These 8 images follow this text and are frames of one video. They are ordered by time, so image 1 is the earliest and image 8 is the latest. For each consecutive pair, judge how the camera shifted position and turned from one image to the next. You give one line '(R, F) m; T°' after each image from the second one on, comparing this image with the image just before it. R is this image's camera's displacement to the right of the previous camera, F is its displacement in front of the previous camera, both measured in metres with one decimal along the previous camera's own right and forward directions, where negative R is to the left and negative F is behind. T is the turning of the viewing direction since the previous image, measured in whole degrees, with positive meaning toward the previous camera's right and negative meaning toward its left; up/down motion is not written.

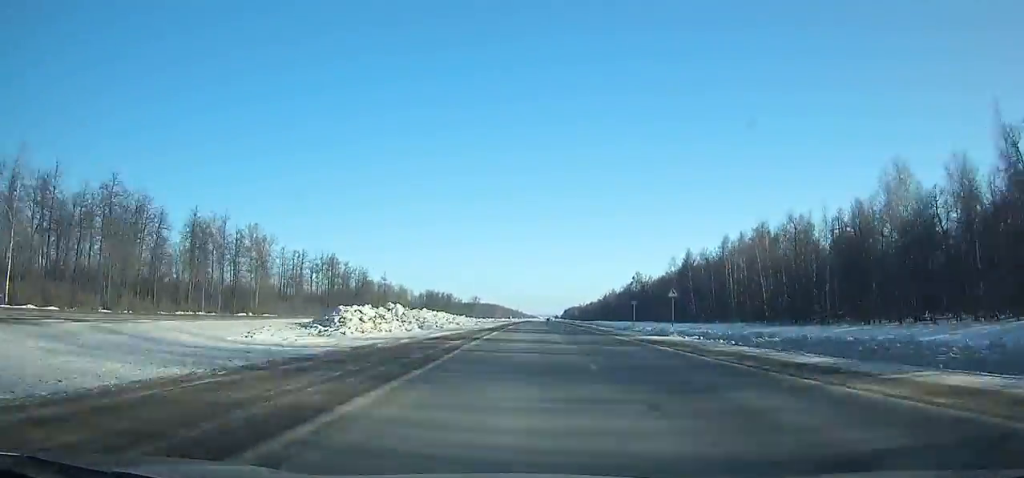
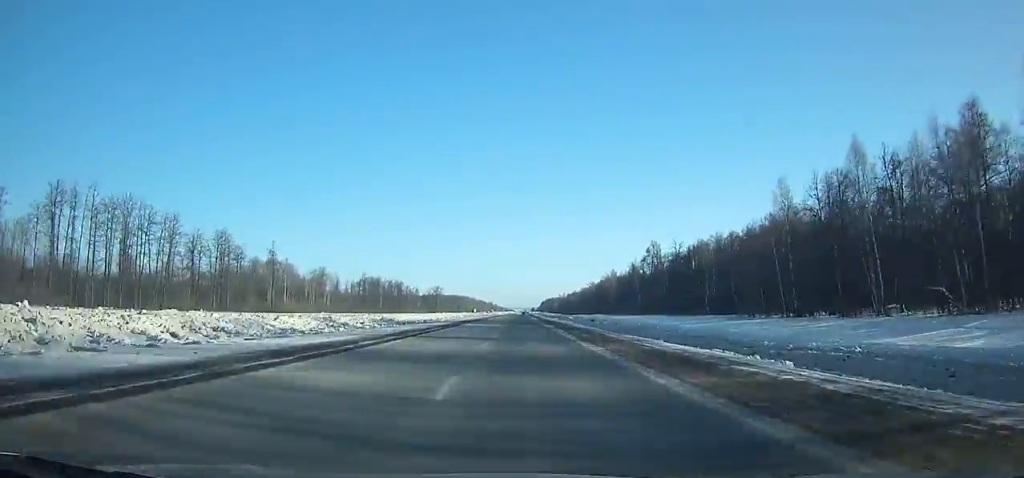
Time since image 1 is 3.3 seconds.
(+2.4, +96.7) m; +2°
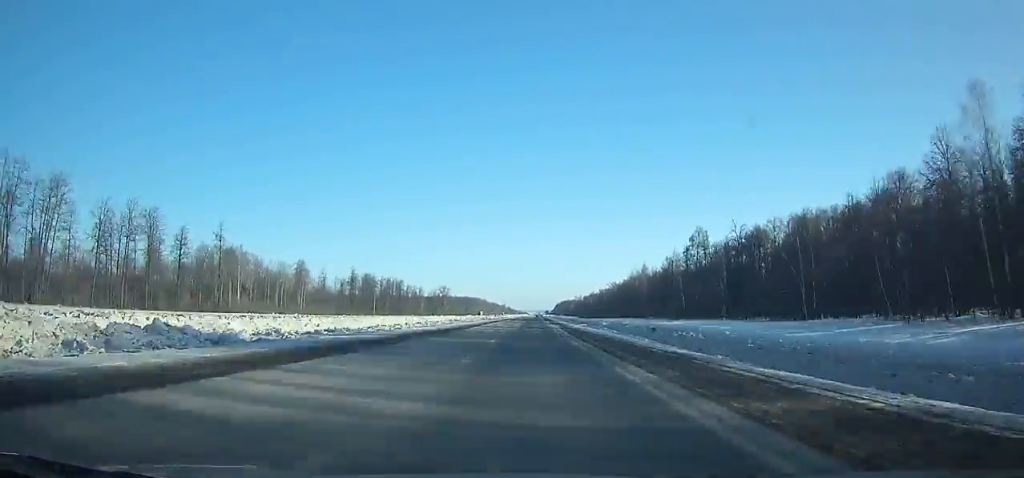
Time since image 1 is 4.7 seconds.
(+0.3, +40.5) m; 0°
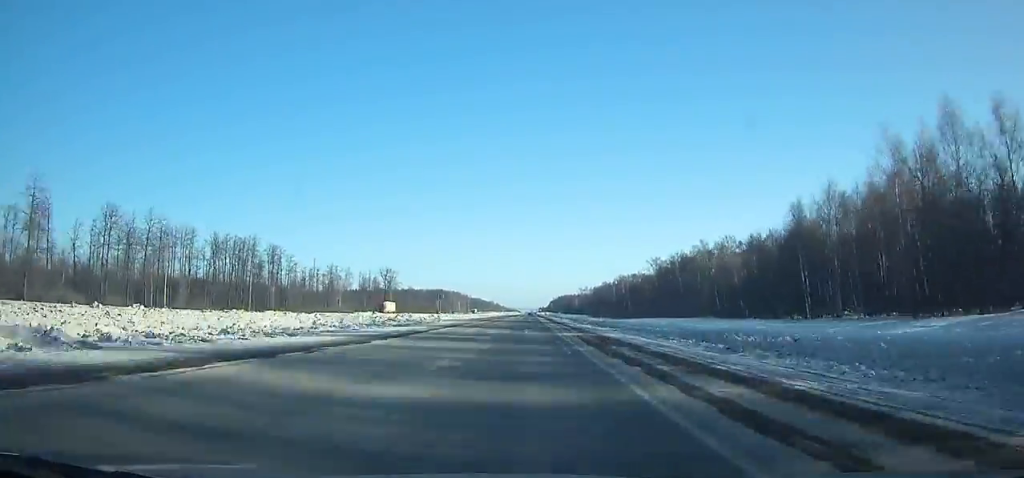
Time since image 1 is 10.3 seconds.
(-0.5, +163.8) m; 0°
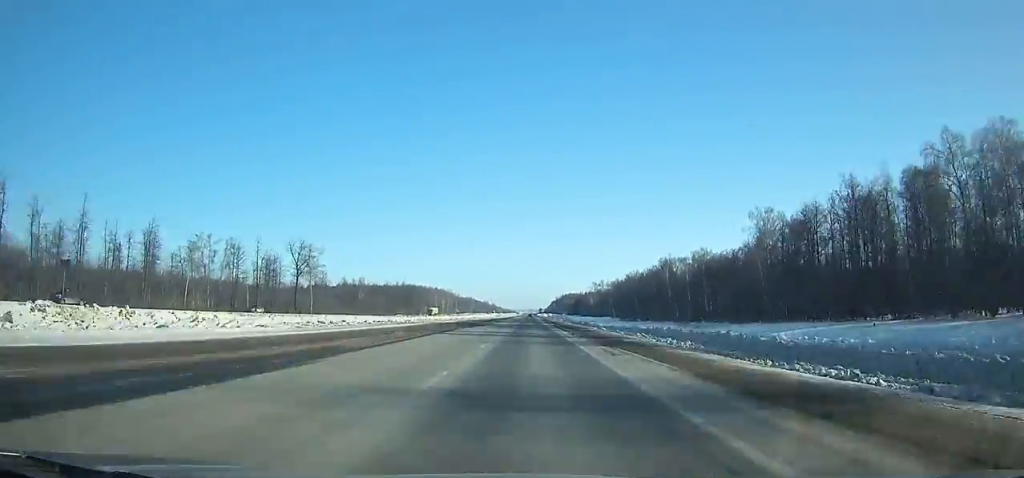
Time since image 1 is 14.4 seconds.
(+0.2, +122.8) m; 0°
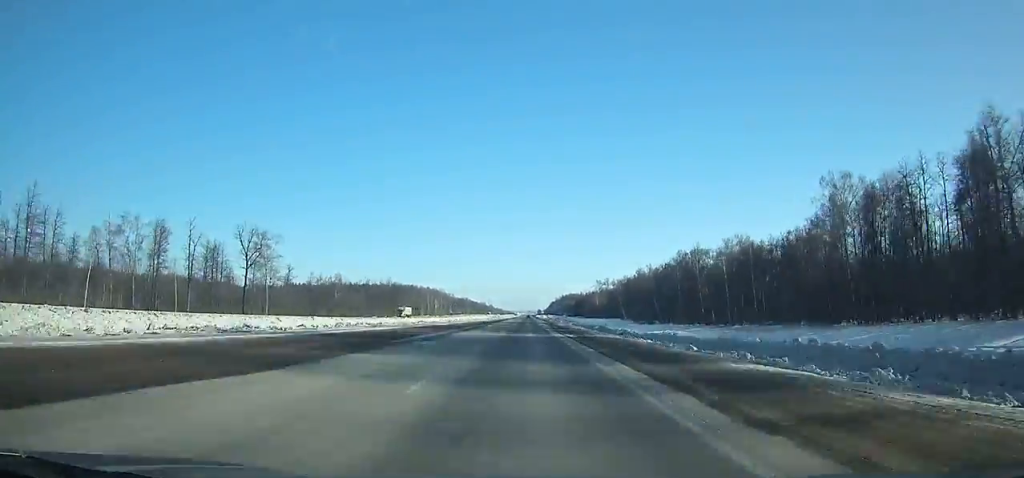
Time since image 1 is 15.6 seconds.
(+0.1, +36.1) m; 0°
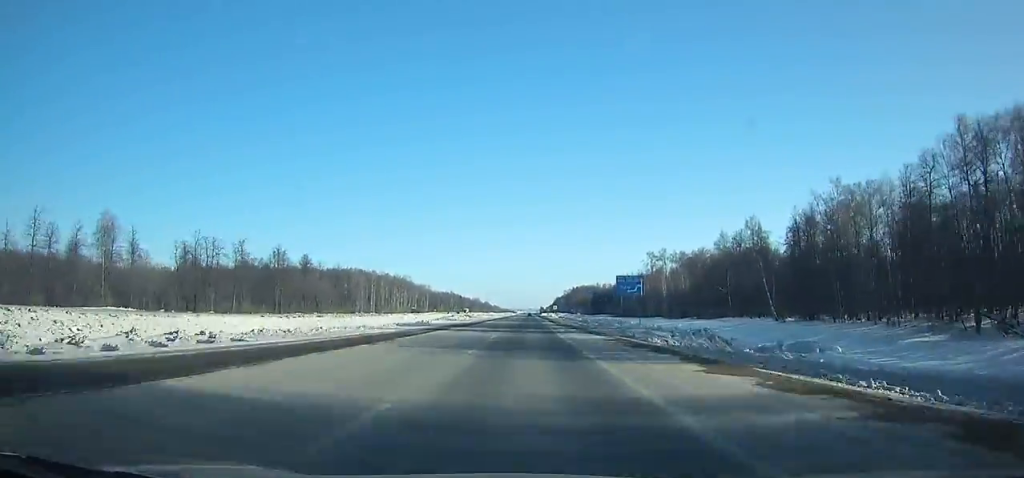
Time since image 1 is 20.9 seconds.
(-0.1, +160.2) m; 0°
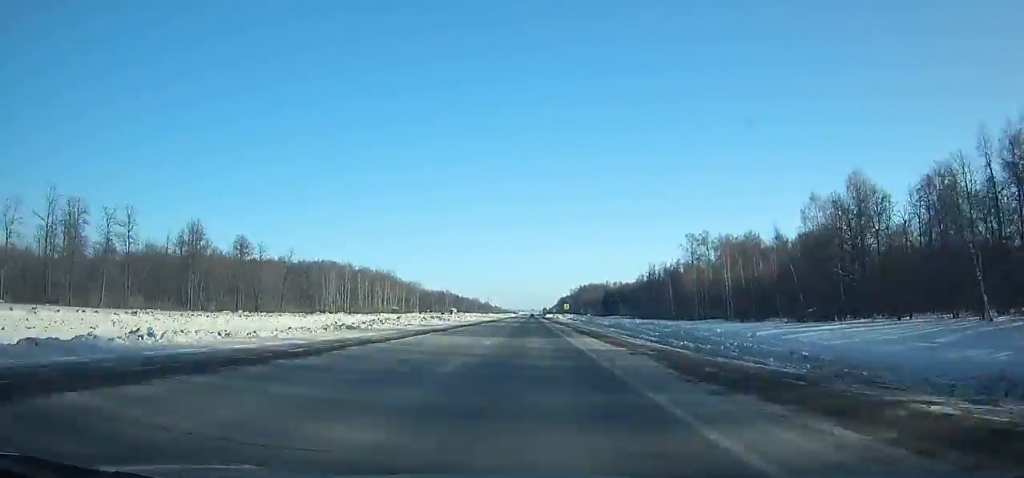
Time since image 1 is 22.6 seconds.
(0.0, +51.5) m; 0°
